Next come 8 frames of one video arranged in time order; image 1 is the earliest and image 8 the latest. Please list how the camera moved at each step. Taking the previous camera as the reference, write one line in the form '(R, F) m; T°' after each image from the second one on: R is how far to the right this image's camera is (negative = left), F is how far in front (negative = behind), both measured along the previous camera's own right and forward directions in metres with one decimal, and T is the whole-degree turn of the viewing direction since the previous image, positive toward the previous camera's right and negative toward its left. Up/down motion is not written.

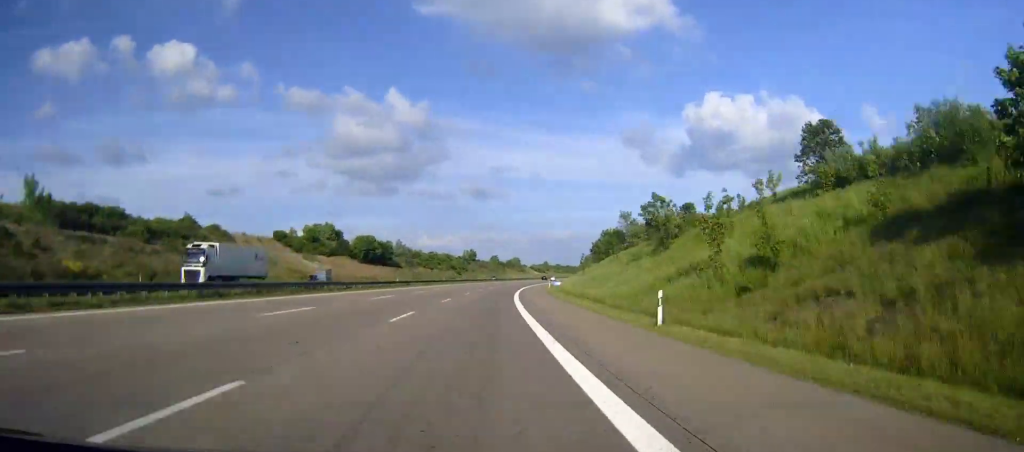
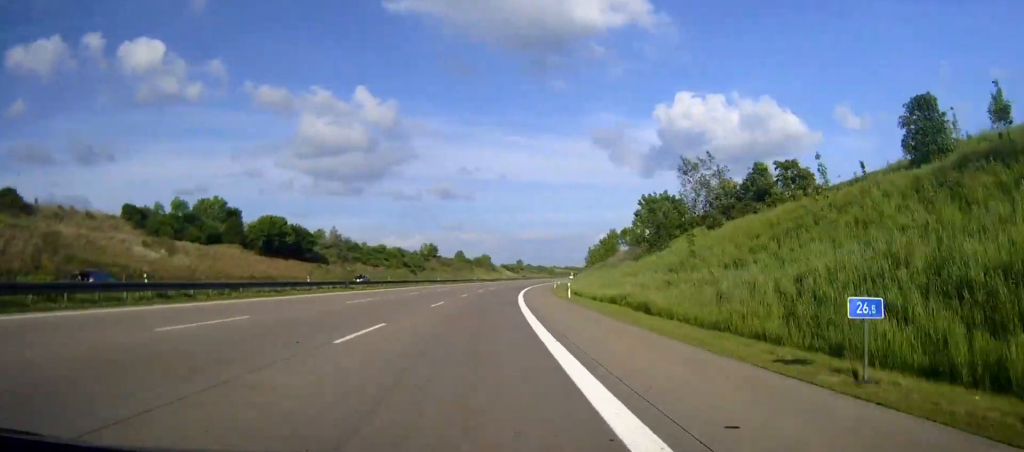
(+1.3, +61.0) m; +3°
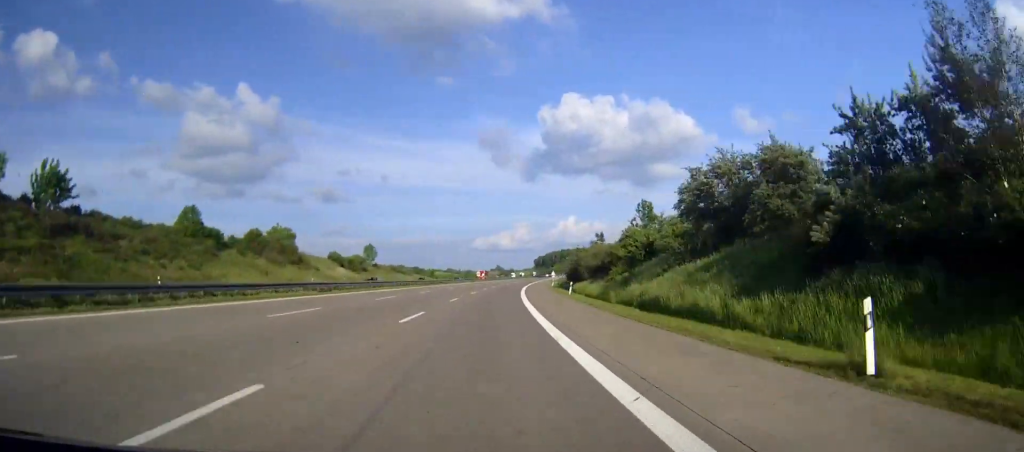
(+15.3, +190.6) m; +9°
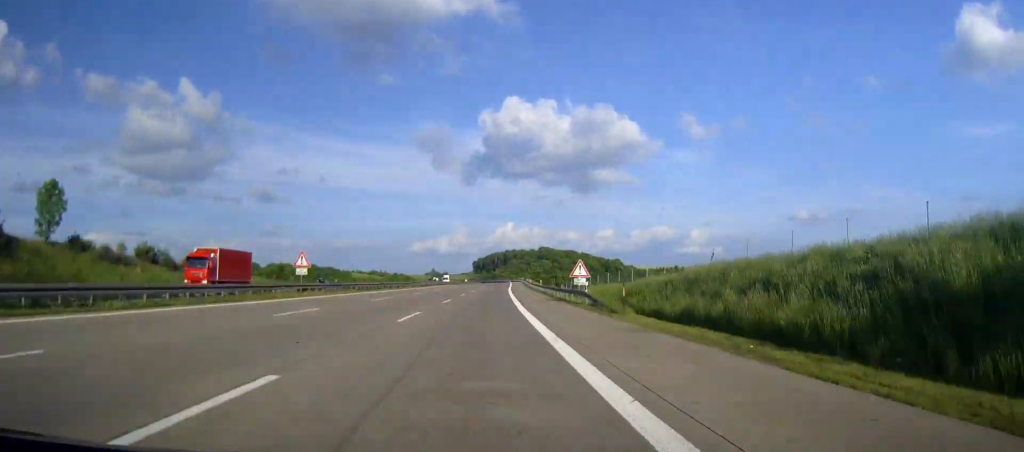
(+4.4, +123.5) m; +3°
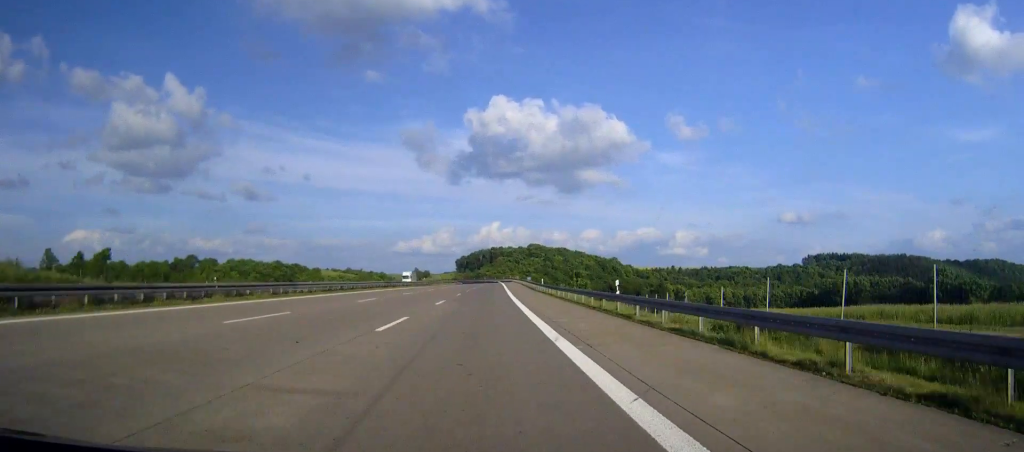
(+0.7, +56.4) m; 0°
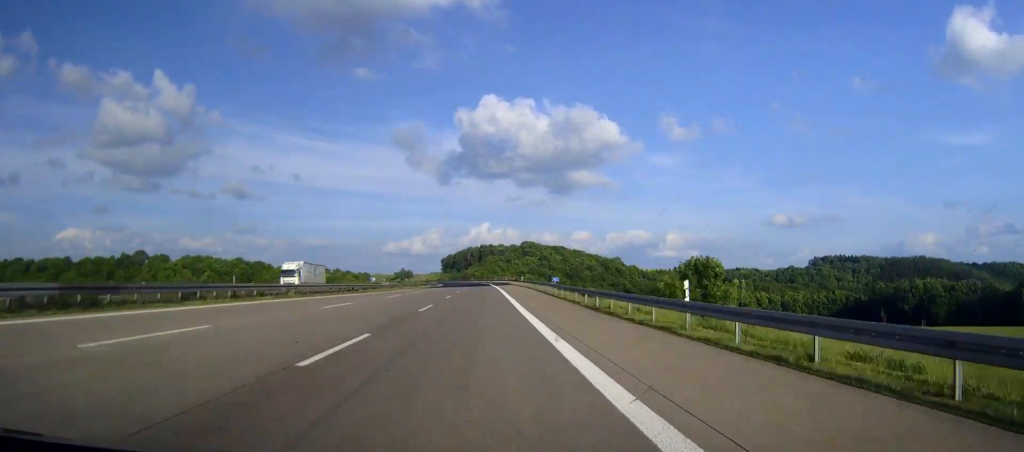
(+0.2, +58.3) m; 0°
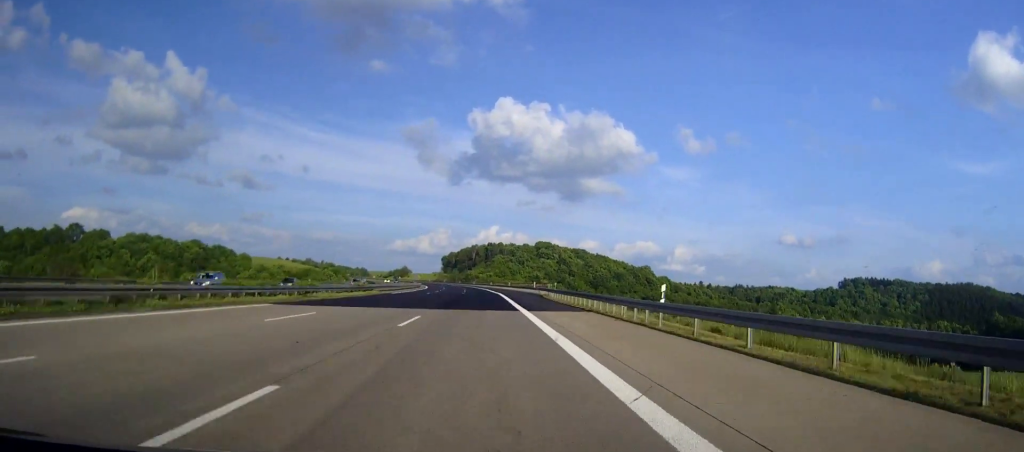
(-0.3, +76.0) m; -1°
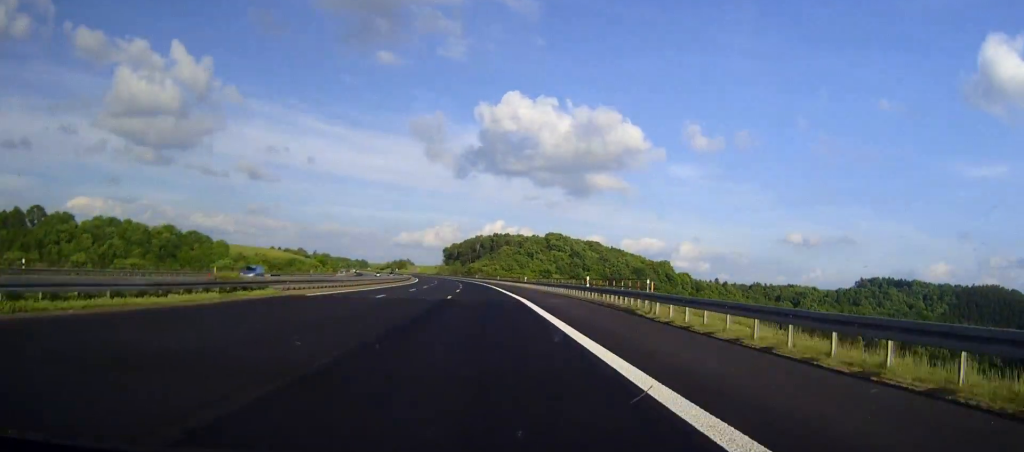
(0.0, +36.5) m; -1°
